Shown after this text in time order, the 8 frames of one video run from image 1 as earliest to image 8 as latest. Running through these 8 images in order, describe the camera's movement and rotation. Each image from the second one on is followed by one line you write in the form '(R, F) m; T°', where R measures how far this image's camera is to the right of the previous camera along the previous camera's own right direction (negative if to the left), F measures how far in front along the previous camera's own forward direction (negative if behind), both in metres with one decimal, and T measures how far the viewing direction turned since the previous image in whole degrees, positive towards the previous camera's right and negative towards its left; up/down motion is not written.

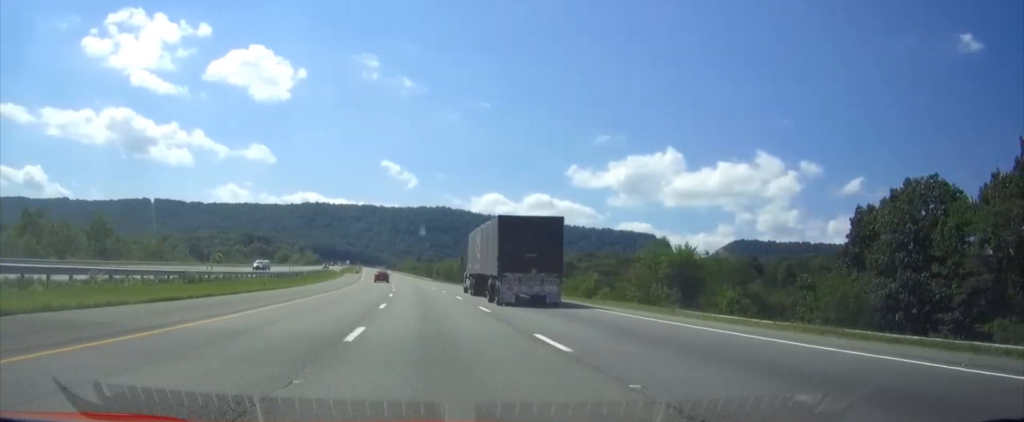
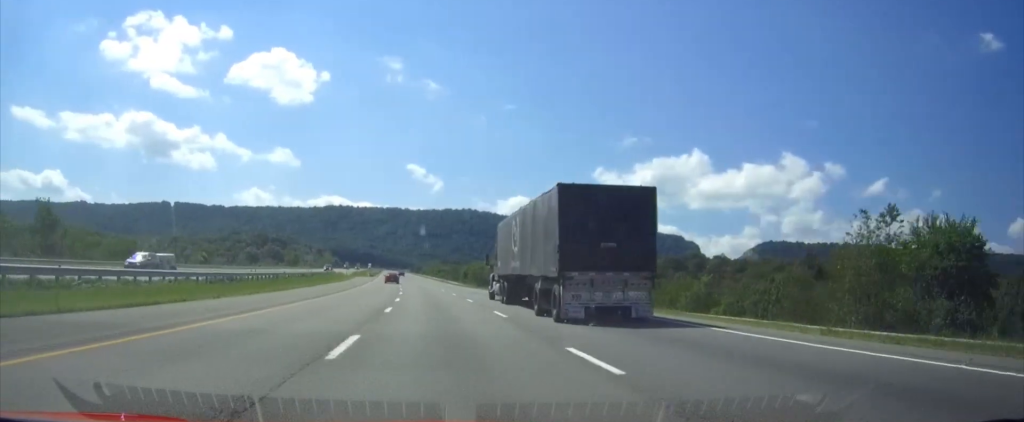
(-0.5, +27.0) m; -2°
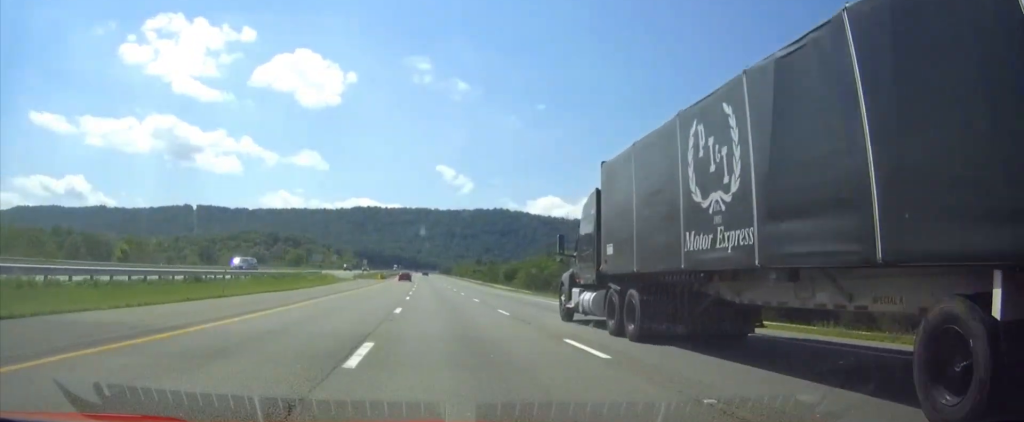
(-1.4, +47.1) m; -3°
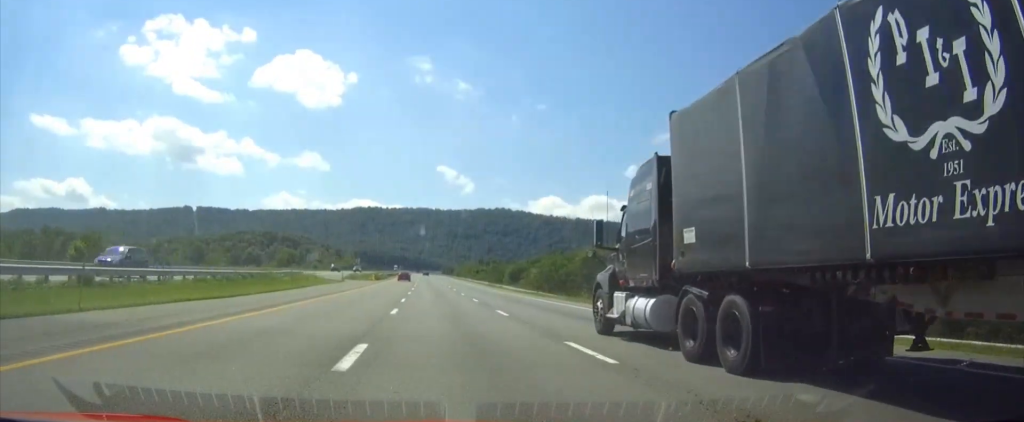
(-0.1, +13.1) m; 0°
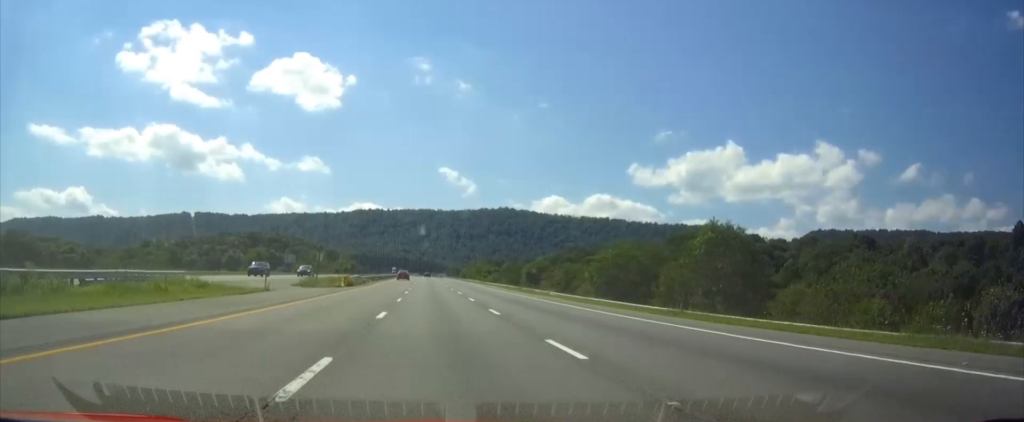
(-0.2, +36.2) m; -1°
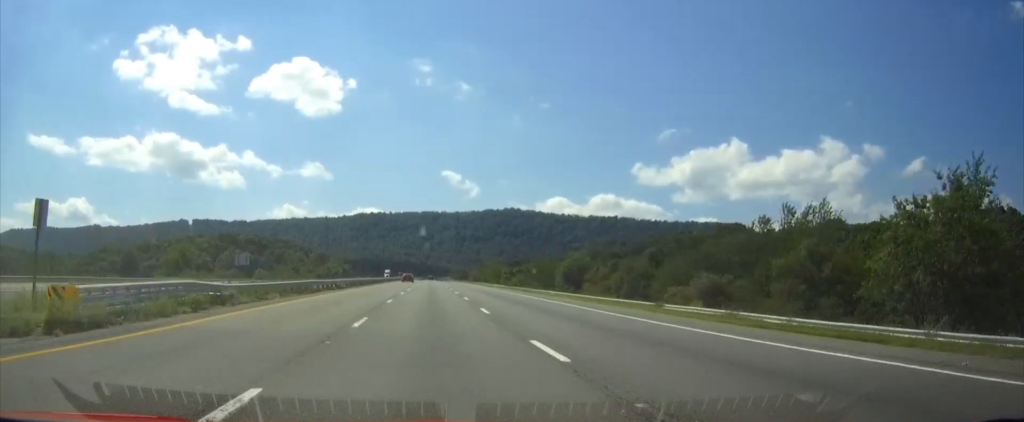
(-0.6, +49.3) m; -1°
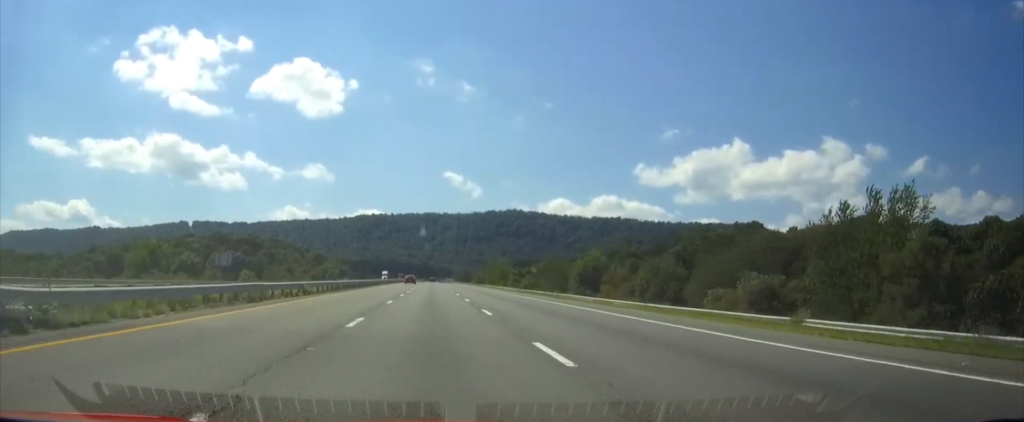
(0.0, +13.1) m; 0°
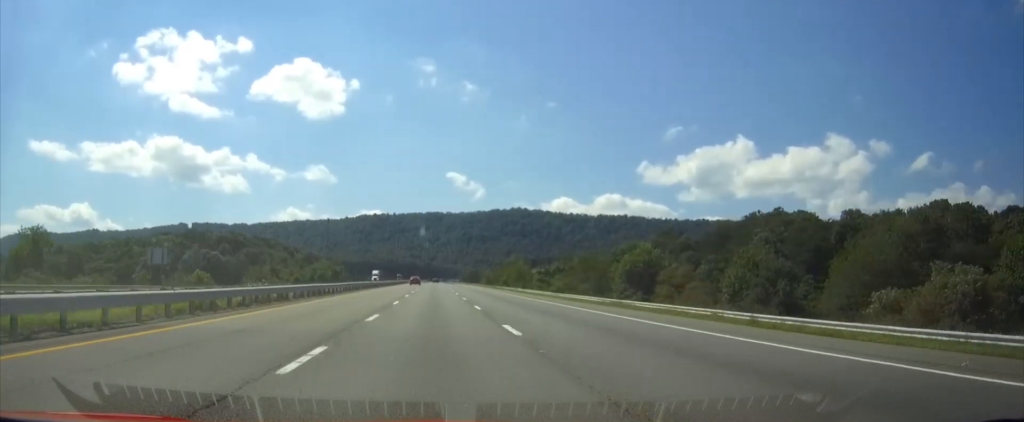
(0.0, +31.3) m; 0°
